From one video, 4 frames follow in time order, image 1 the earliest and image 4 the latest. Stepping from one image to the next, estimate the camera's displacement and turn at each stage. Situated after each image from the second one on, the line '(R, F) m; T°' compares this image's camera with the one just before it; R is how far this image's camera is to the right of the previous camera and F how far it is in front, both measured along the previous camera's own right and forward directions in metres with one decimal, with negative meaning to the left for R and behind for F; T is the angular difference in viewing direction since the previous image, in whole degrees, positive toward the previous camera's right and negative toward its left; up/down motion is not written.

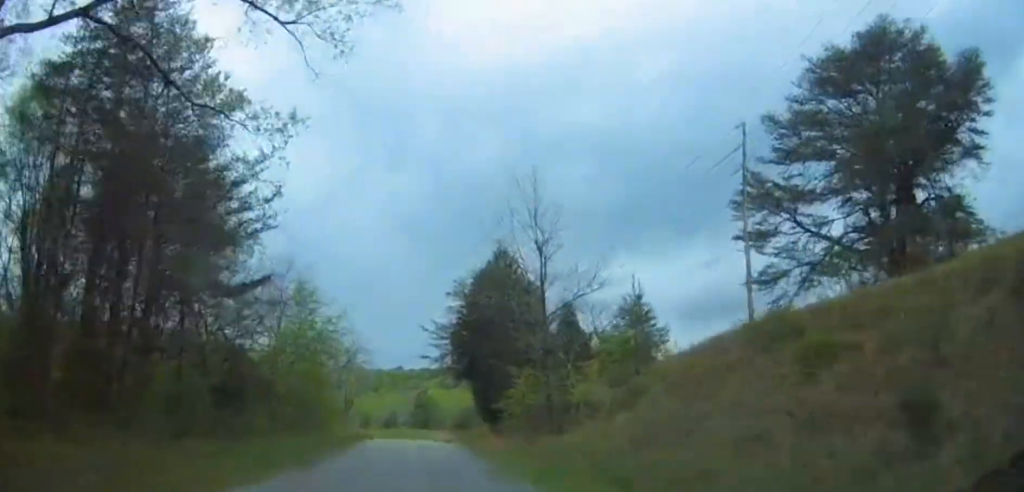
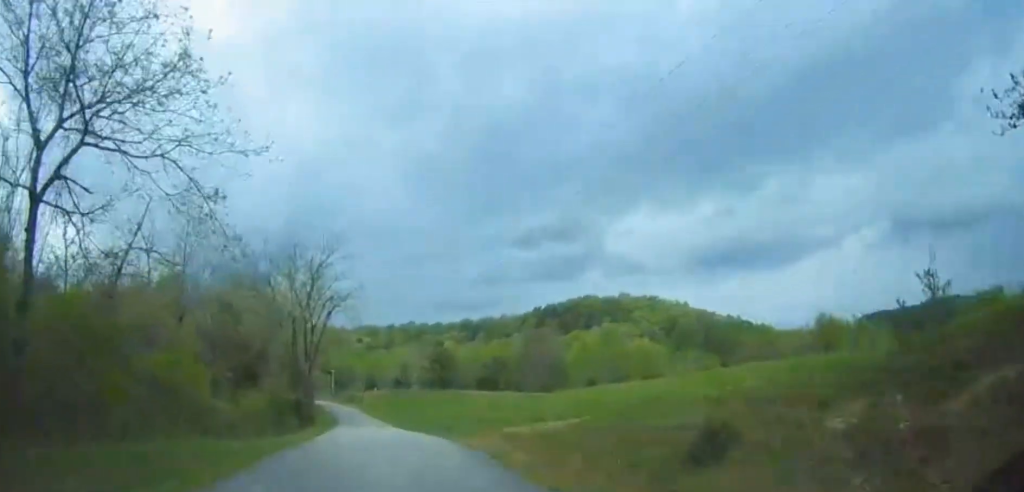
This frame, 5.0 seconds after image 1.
(+1.4, +46.0) m; -1°
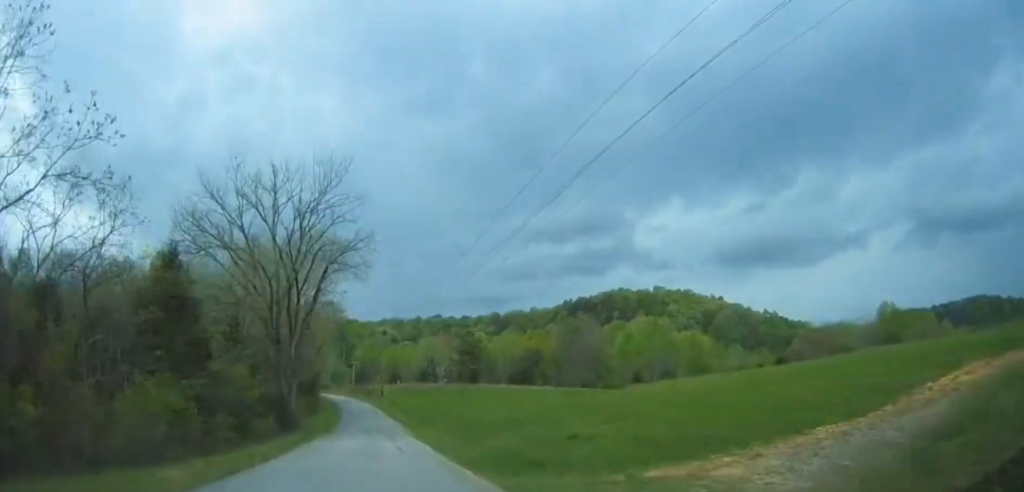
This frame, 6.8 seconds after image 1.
(+0.2, +17.0) m; 0°
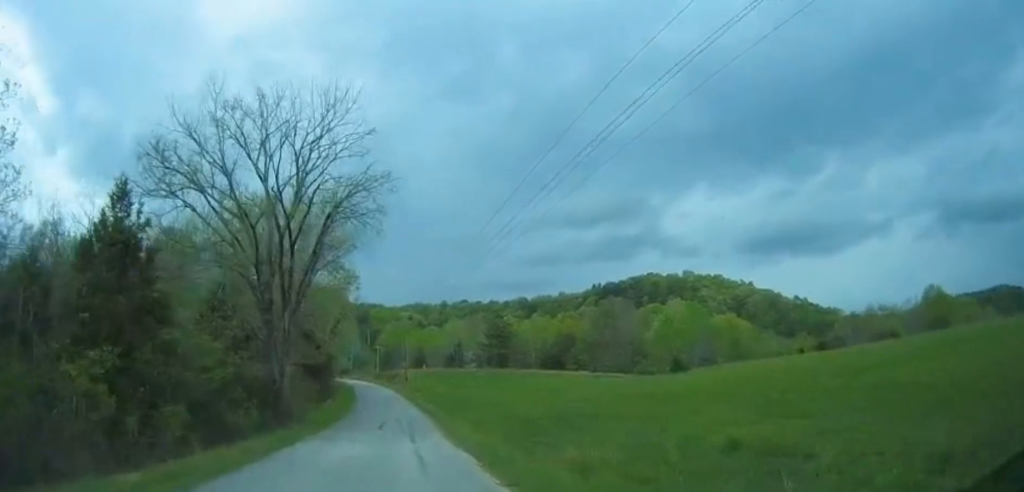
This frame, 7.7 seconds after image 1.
(-0.4, +8.9) m; -3°
